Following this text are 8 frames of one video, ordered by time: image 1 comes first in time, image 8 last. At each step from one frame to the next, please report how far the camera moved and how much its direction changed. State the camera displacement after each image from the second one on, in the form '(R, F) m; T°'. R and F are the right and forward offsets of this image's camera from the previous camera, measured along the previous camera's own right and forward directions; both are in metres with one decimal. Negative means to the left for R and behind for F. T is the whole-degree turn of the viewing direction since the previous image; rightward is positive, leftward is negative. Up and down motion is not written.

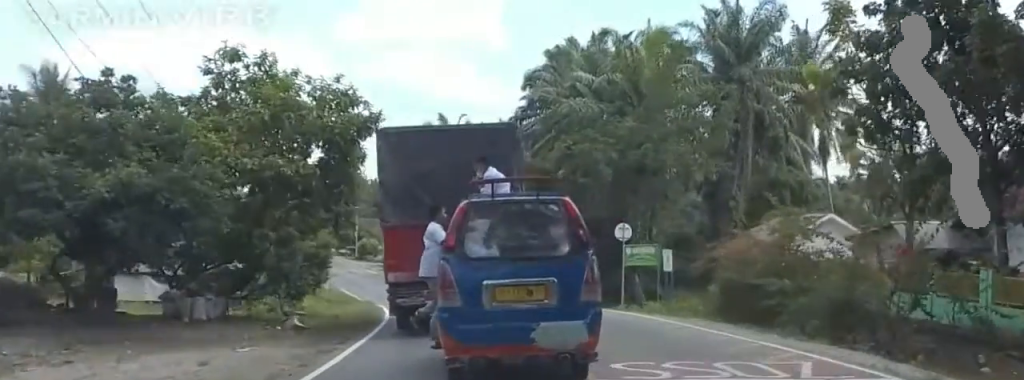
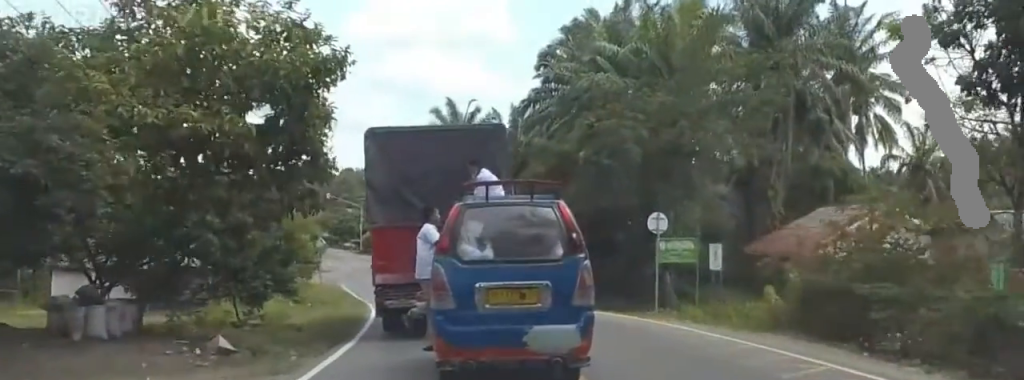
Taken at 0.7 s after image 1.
(+0.7, +5.4) m; 0°
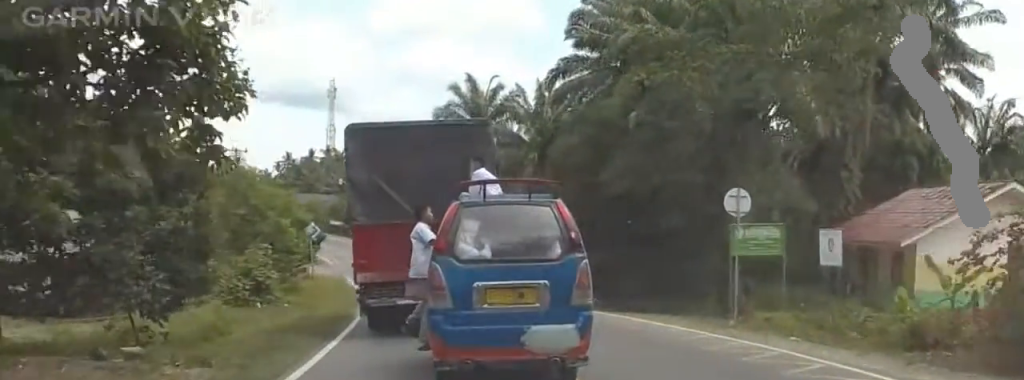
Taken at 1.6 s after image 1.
(-0.9, +6.8) m; 0°
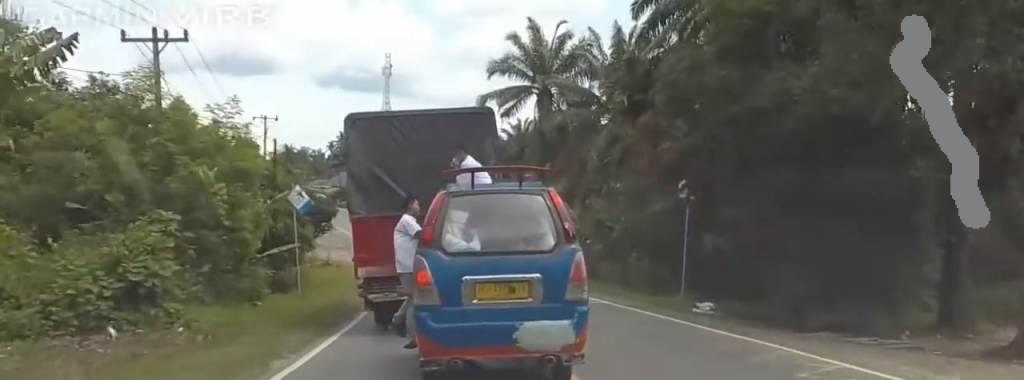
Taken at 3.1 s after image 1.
(+0.5, +12.5) m; 0°
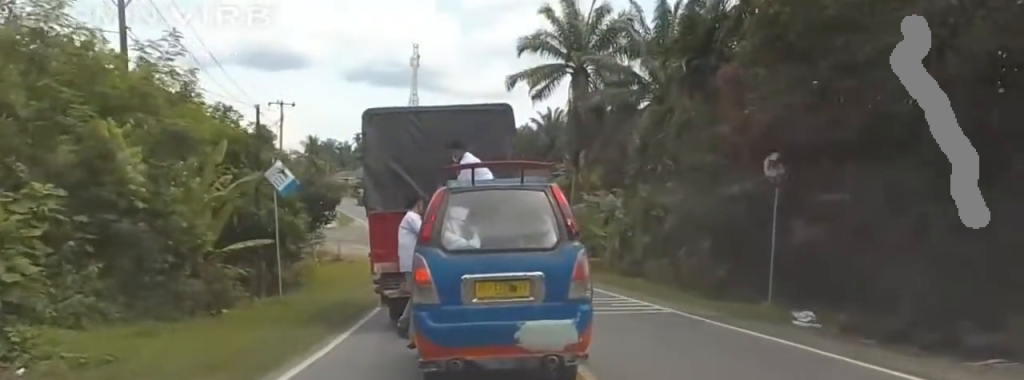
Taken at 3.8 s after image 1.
(-0.5, +5.1) m; 0°
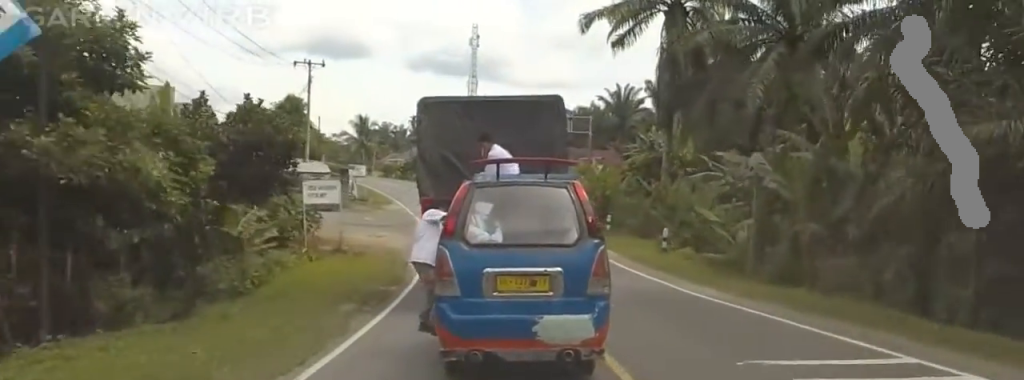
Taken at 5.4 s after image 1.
(-0.2, +13.4) m; -1°
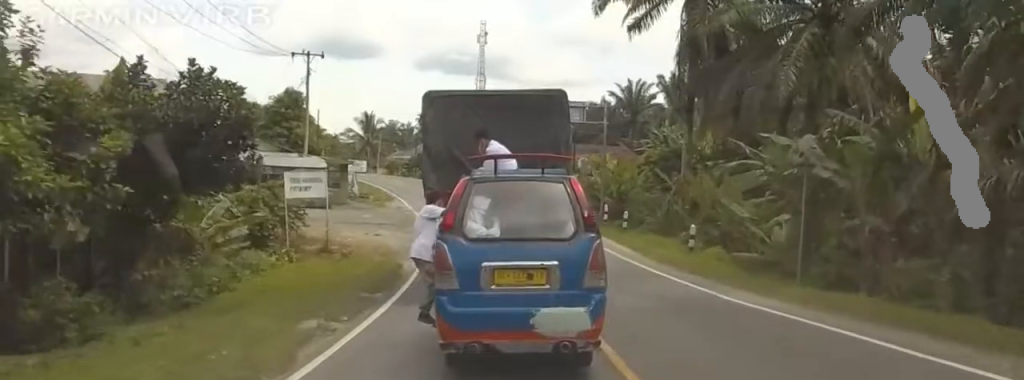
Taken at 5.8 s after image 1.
(-0.3, +3.3) m; +1°
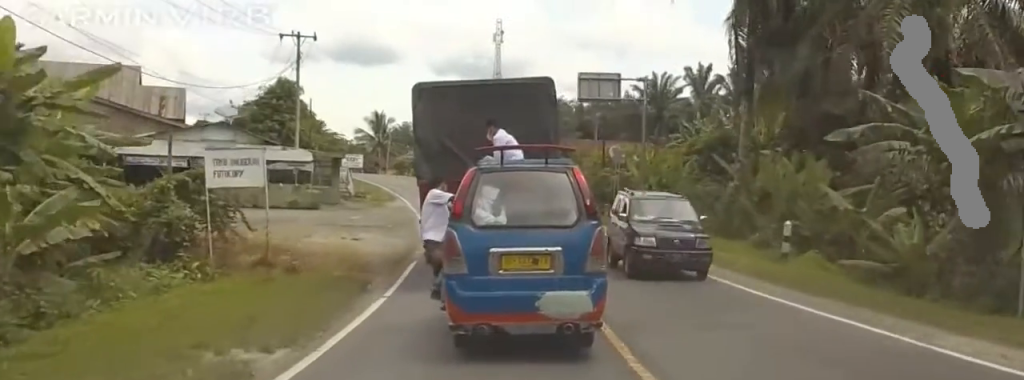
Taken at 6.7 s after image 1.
(+1.4, +7.8) m; 0°
